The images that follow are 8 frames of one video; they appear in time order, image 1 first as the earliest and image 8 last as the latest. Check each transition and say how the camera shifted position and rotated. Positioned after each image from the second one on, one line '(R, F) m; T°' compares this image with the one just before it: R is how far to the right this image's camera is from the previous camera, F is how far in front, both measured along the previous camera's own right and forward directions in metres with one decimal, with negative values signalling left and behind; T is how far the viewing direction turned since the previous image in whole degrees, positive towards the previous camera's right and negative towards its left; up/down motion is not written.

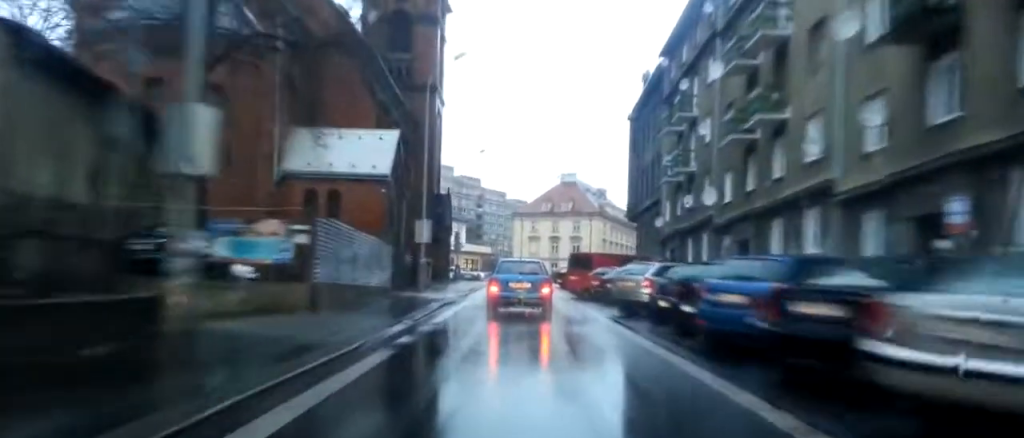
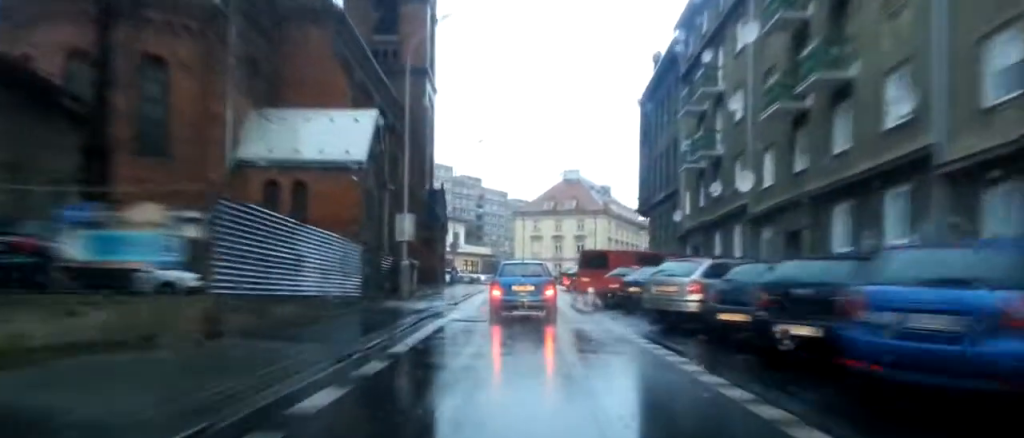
(0.0, +5.8) m; -1°
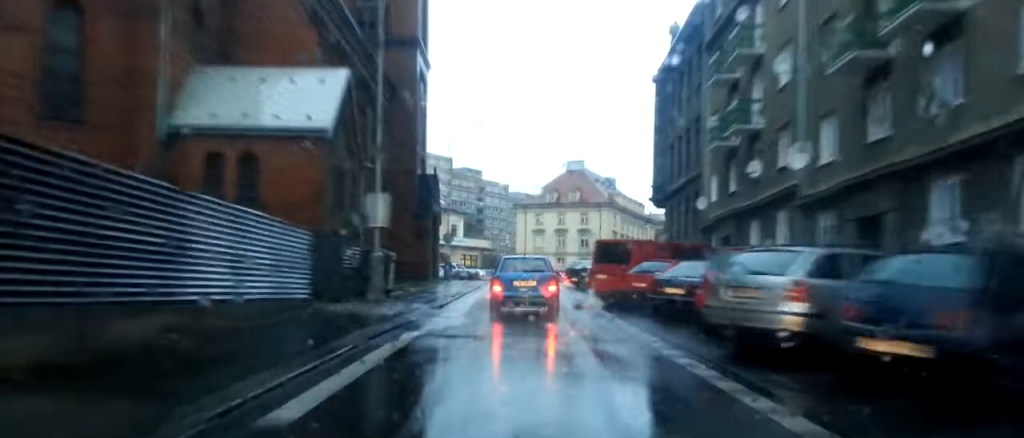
(0.0, +5.9) m; -1°
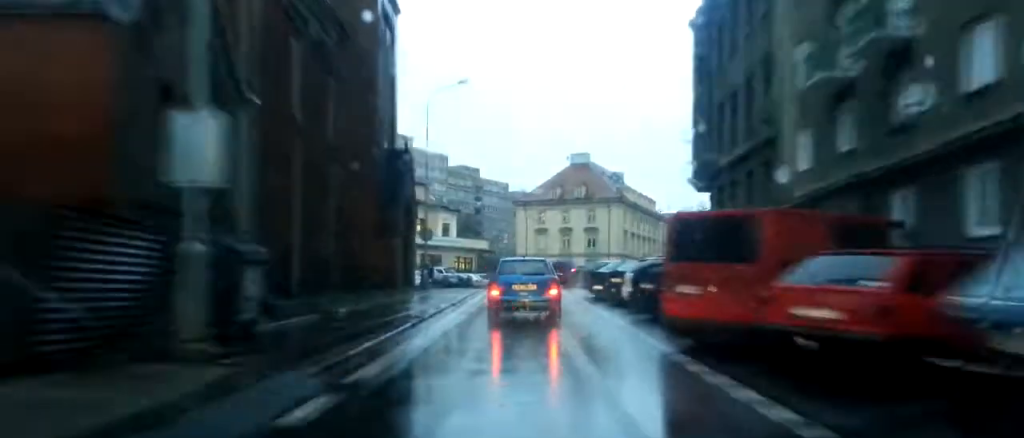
(-0.3, +12.7) m; -2°
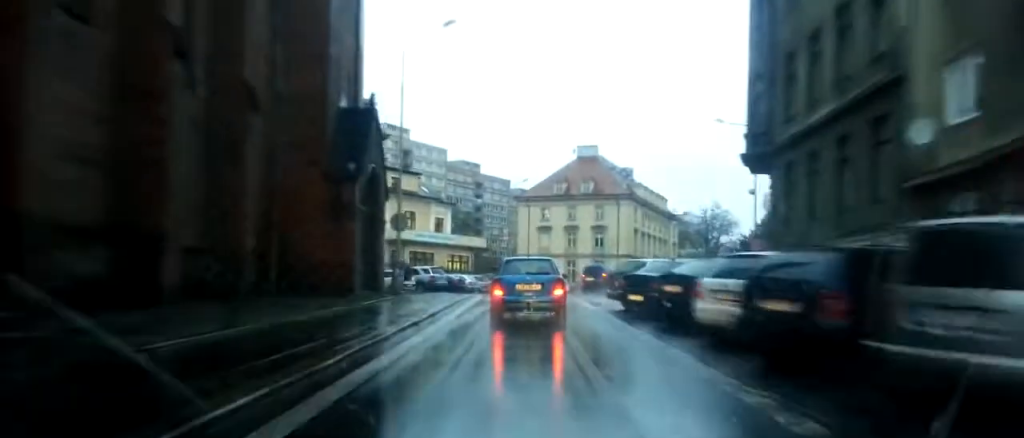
(0.0, +9.5) m; +1°
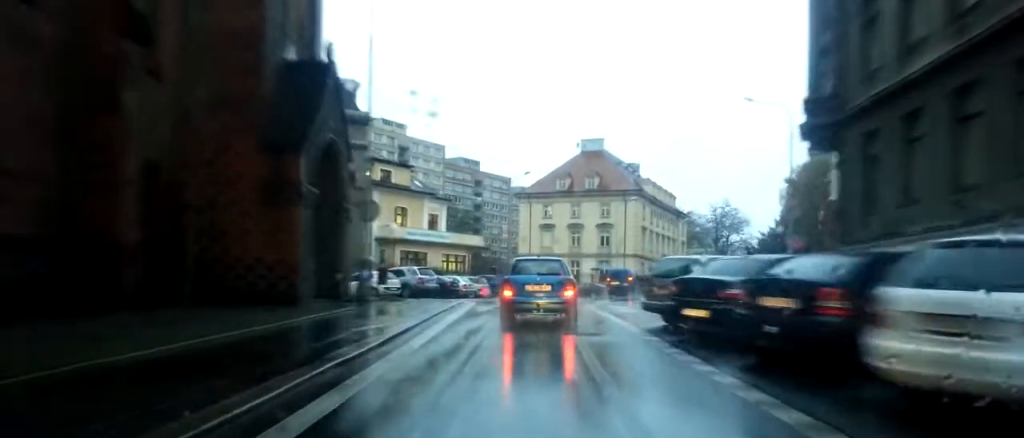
(+0.1, +6.7) m; +2°
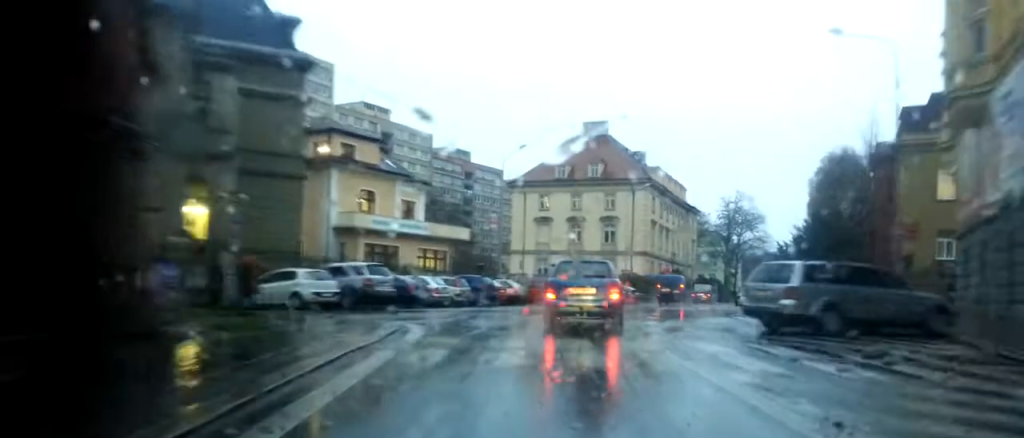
(+0.6, +13.1) m; 0°
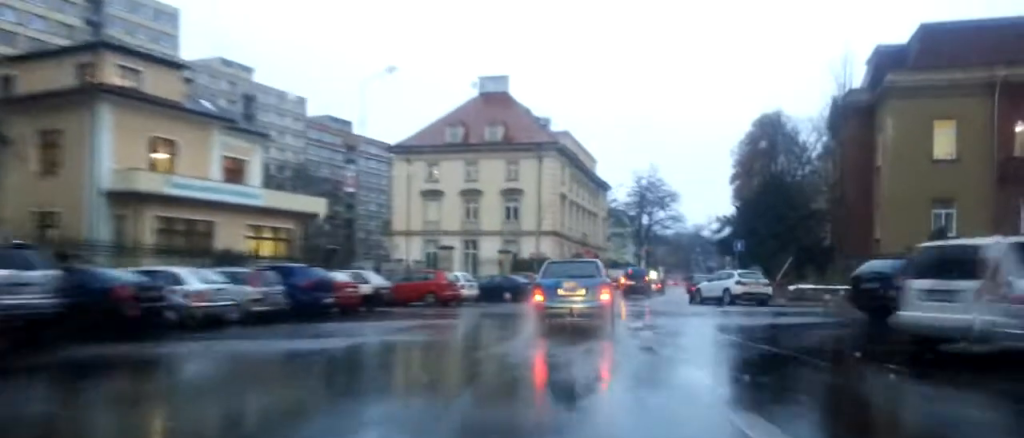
(+0.1, +16.3) m; +5°
